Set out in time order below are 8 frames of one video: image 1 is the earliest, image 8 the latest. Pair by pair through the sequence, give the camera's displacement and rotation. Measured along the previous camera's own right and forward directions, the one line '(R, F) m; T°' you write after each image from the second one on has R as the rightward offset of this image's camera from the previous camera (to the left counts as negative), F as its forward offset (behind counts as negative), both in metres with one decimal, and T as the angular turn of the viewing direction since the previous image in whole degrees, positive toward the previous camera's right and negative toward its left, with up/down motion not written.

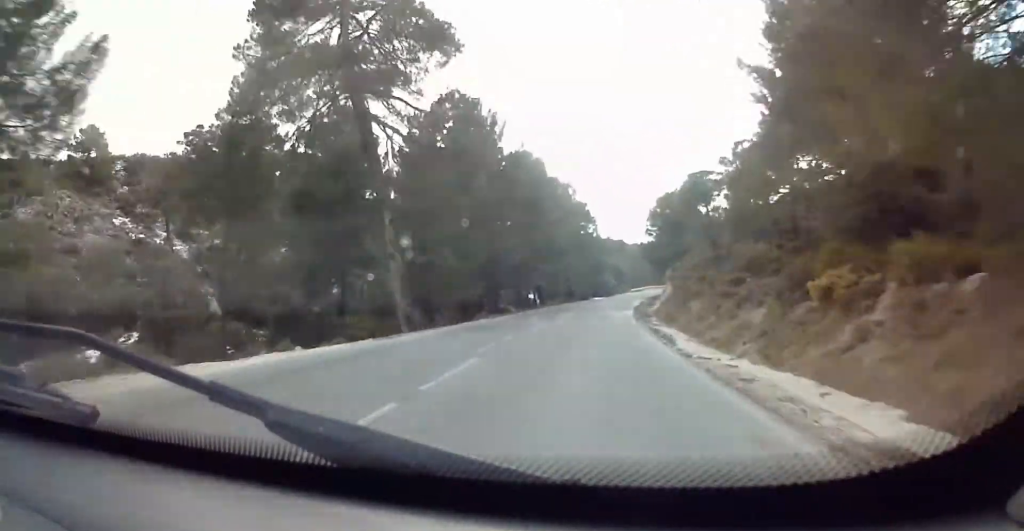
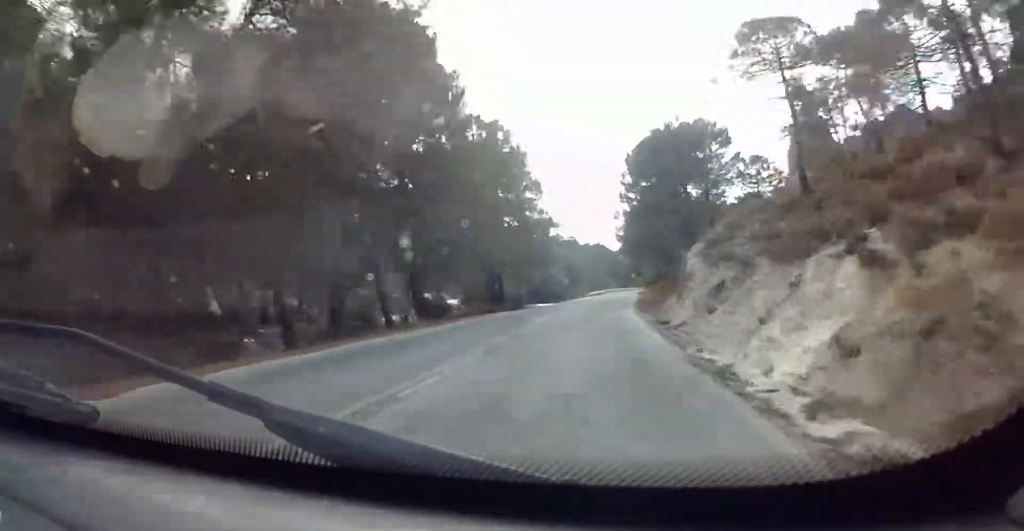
(0.0, +39.0) m; +2°
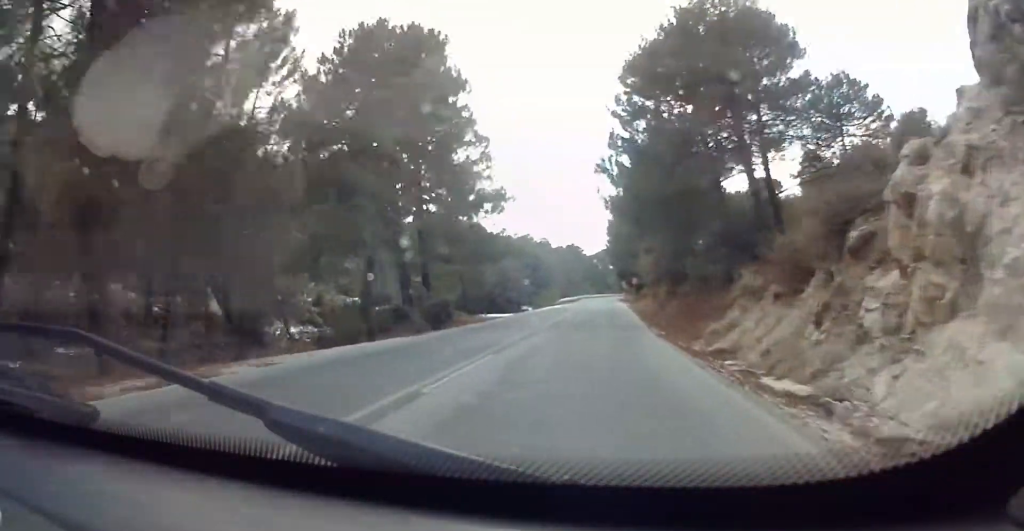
(+0.7, +24.2) m; +2°
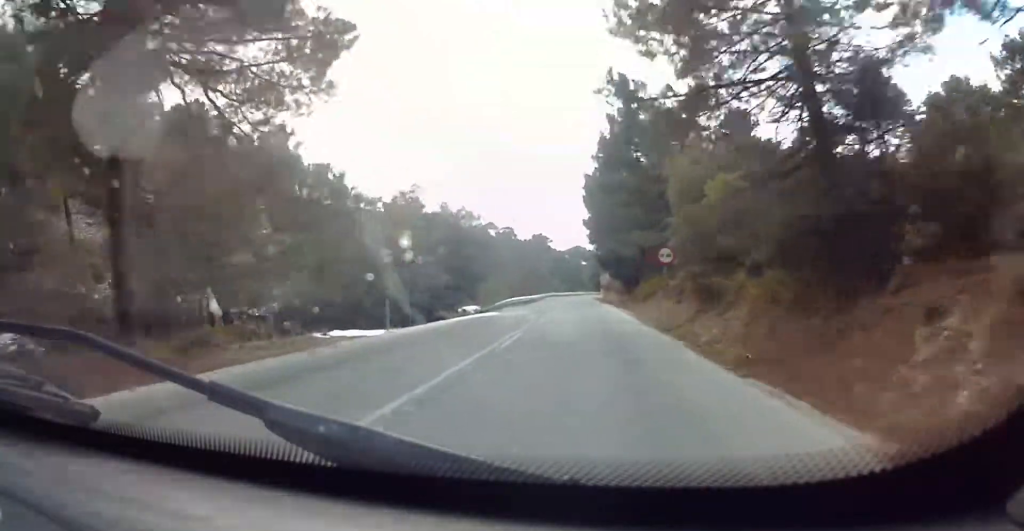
(+0.9, +33.6) m; +1°
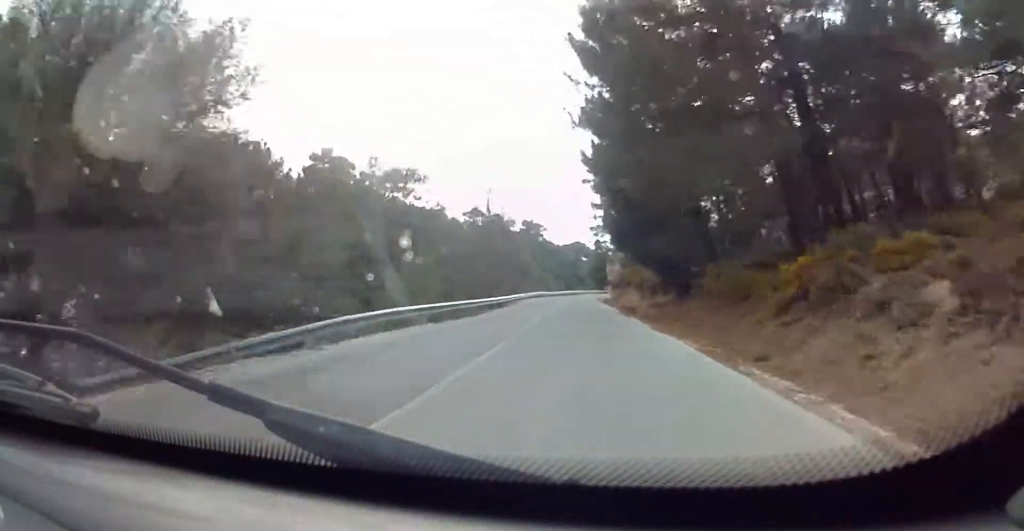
(-0.1, +33.5) m; -1°
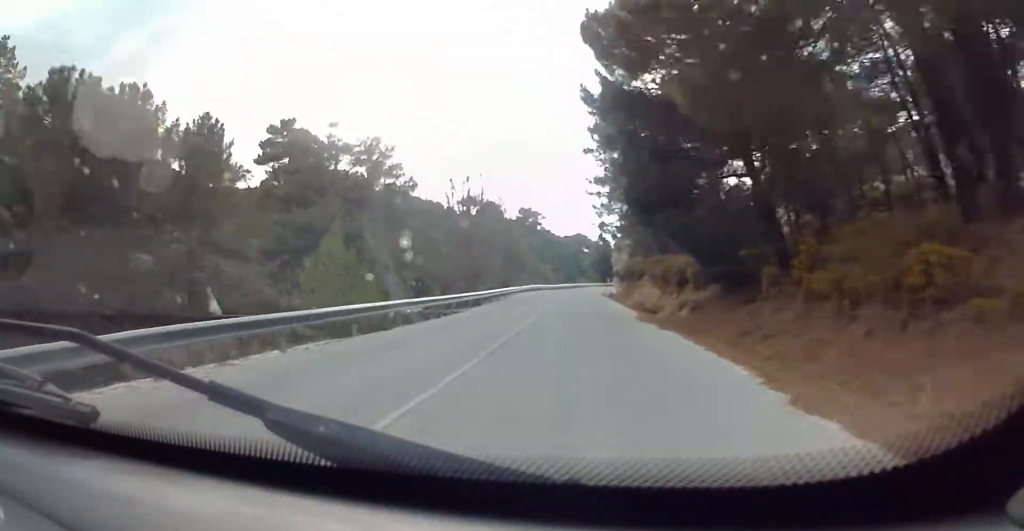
(0.0, +11.7) m; 0°
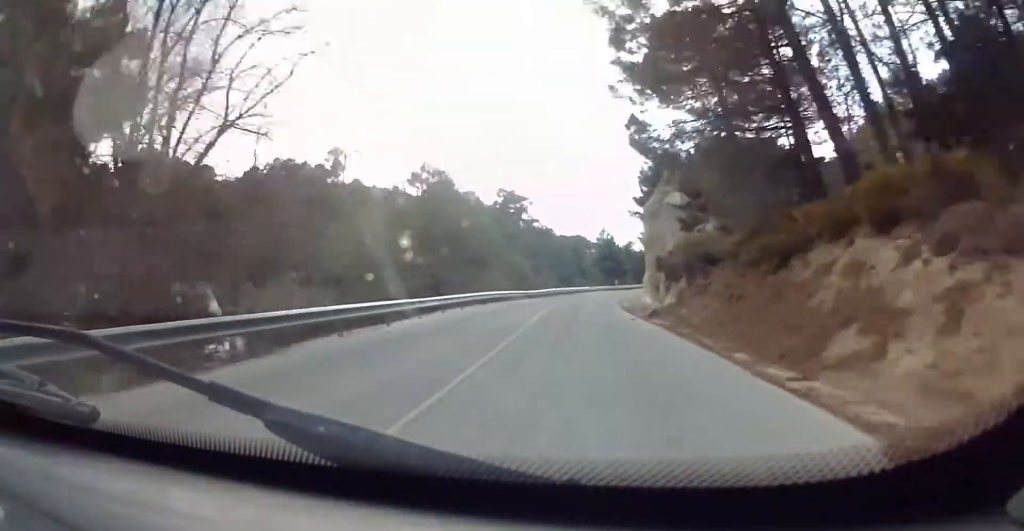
(0.0, +38.2) m; +1°
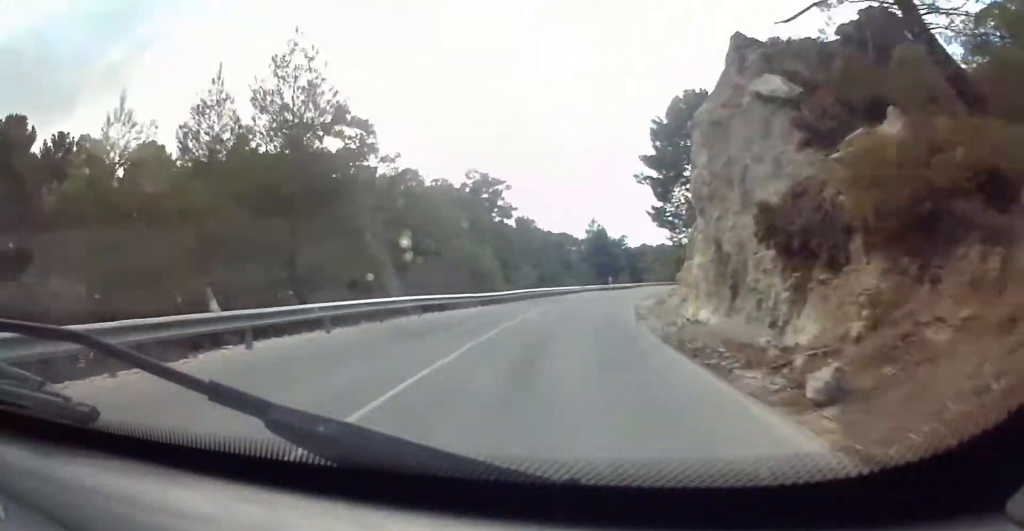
(+0.1, +20.1) m; +1°
